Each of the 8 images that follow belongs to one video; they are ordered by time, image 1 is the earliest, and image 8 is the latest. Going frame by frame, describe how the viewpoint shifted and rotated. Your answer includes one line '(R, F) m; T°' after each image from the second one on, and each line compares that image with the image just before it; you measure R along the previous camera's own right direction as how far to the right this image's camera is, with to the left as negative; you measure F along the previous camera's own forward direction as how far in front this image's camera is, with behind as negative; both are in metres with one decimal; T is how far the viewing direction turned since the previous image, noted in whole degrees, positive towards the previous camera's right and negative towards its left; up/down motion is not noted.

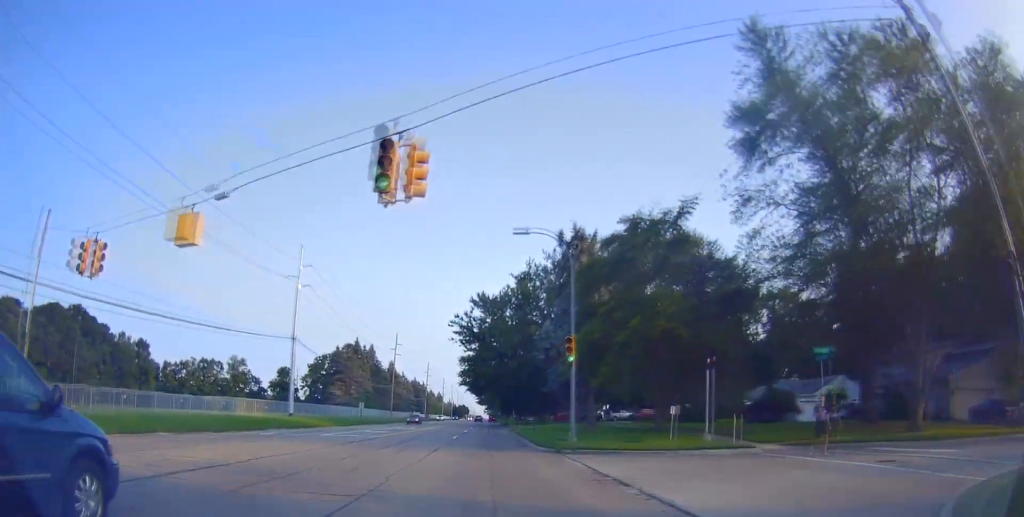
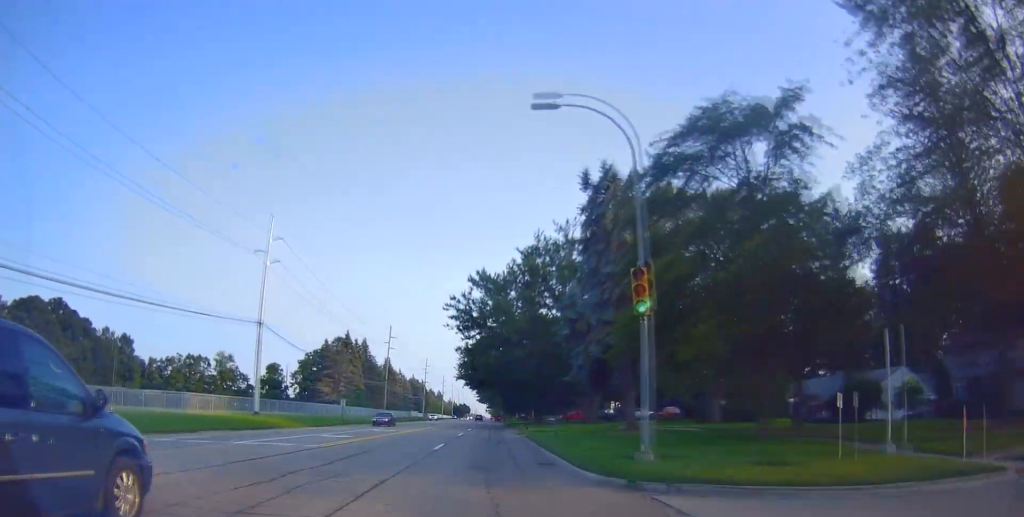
(-0.1, +10.7) m; 0°
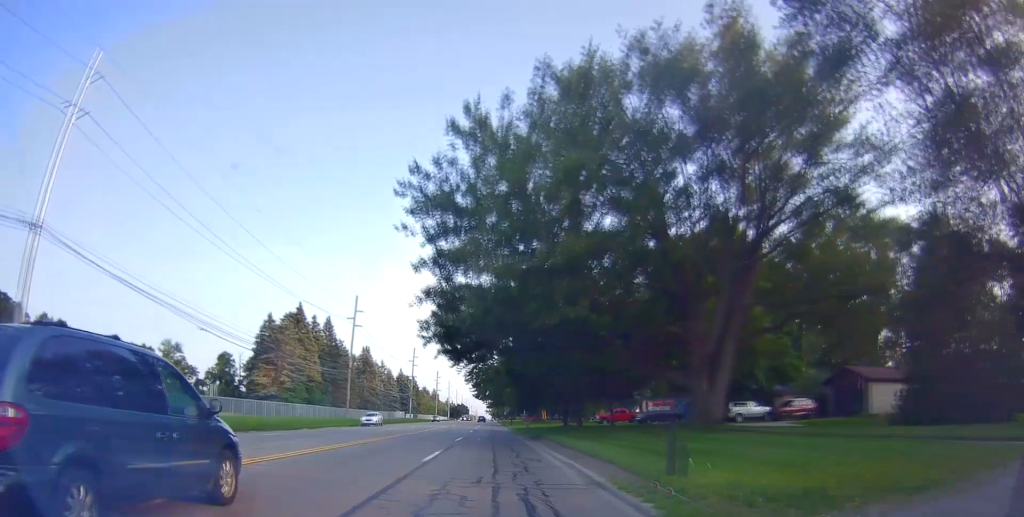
(+1.0, +35.4) m; +2°
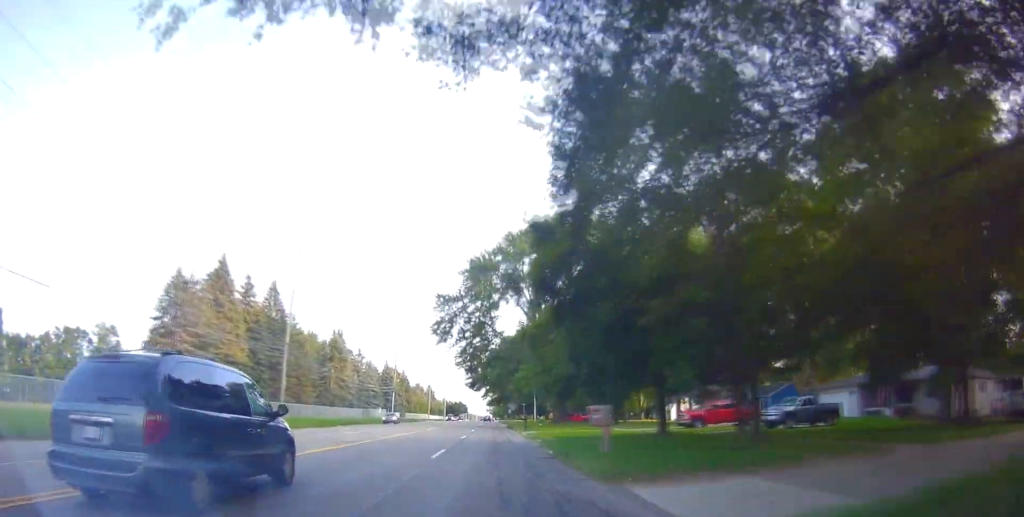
(-0.8, +35.3) m; -3°
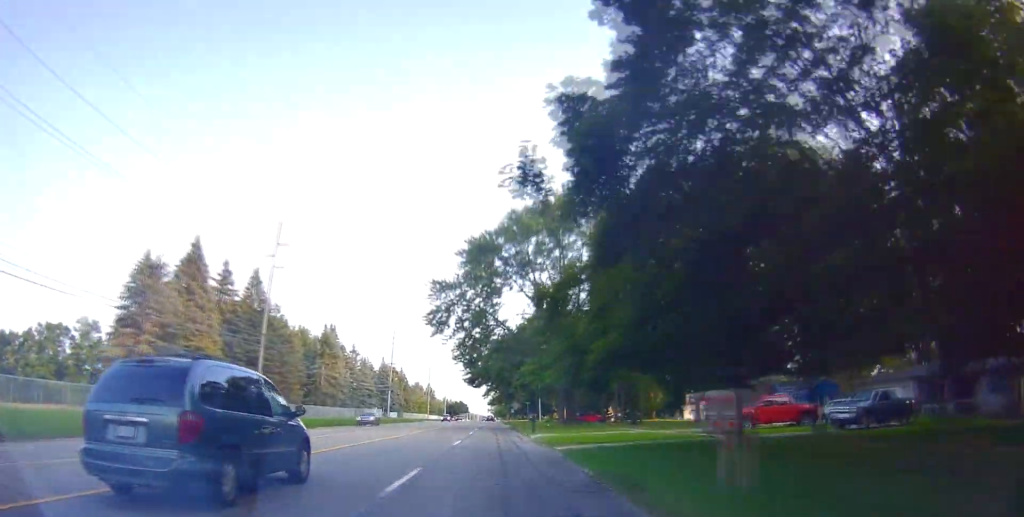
(-0.1, +8.2) m; 0°
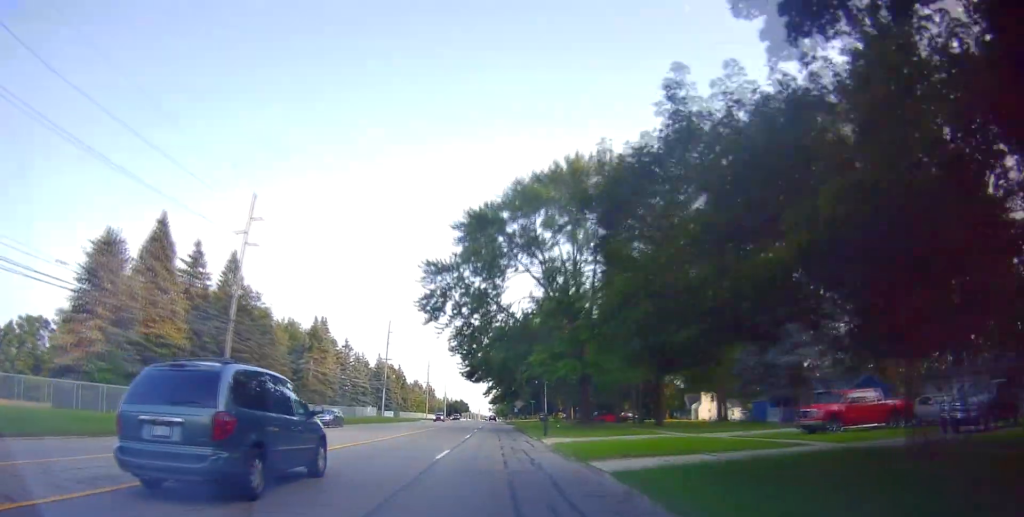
(-0.1, +8.8) m; 0°
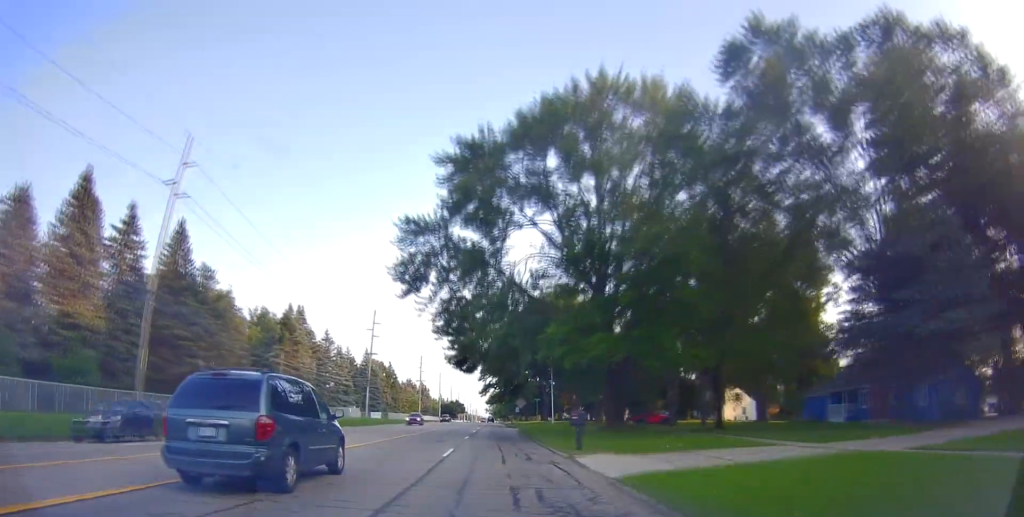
(0.0, +13.4) m; +1°
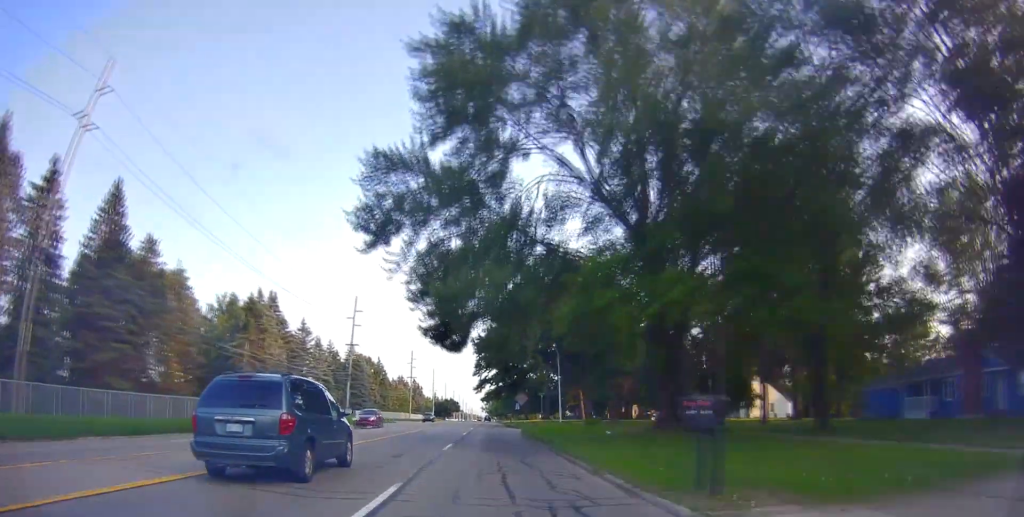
(+0.1, +11.7) m; +1°
